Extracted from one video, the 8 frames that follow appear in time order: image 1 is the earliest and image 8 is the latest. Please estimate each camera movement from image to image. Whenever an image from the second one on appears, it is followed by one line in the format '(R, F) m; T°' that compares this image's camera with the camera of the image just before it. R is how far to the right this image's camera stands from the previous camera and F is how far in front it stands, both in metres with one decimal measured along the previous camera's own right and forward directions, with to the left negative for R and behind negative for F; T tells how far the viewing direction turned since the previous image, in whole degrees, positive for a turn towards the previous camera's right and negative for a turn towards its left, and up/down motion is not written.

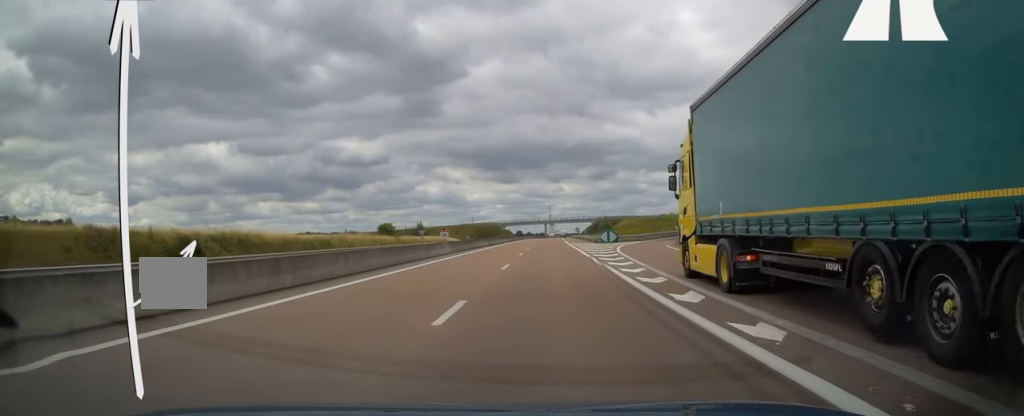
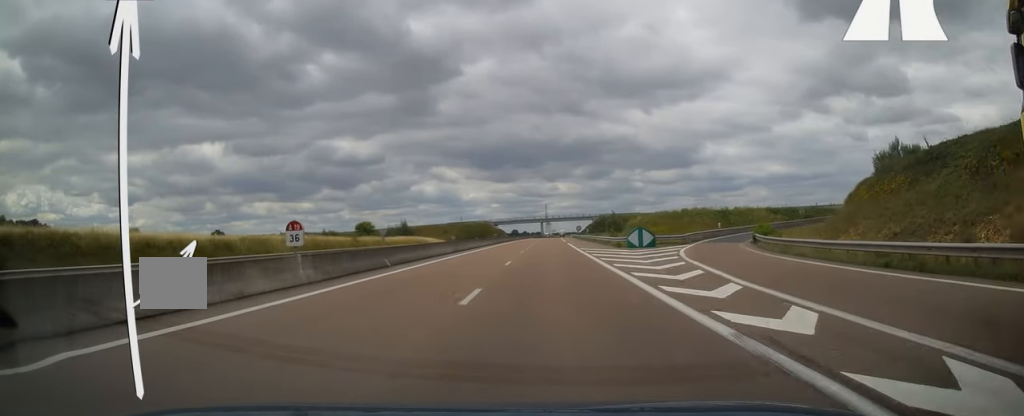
(+0.1, +23.5) m; 0°
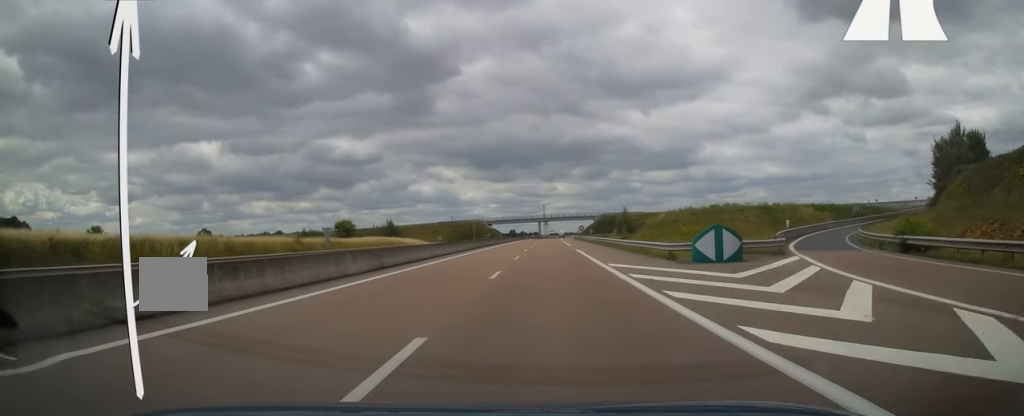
(0.0, +19.1) m; 0°
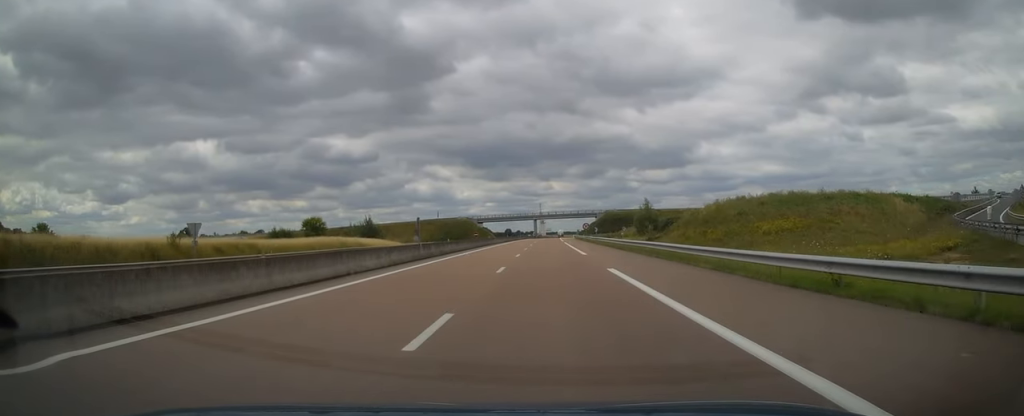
(+0.1, +23.6) m; 0°
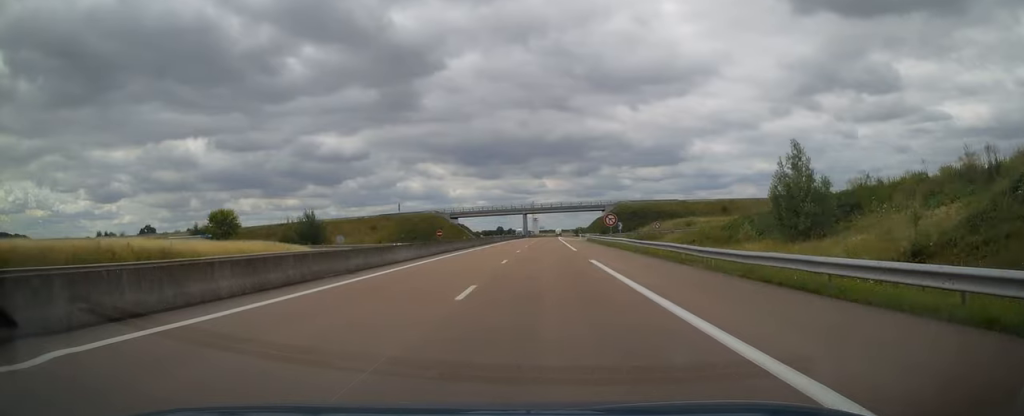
(+0.4, +46.6) m; +1°
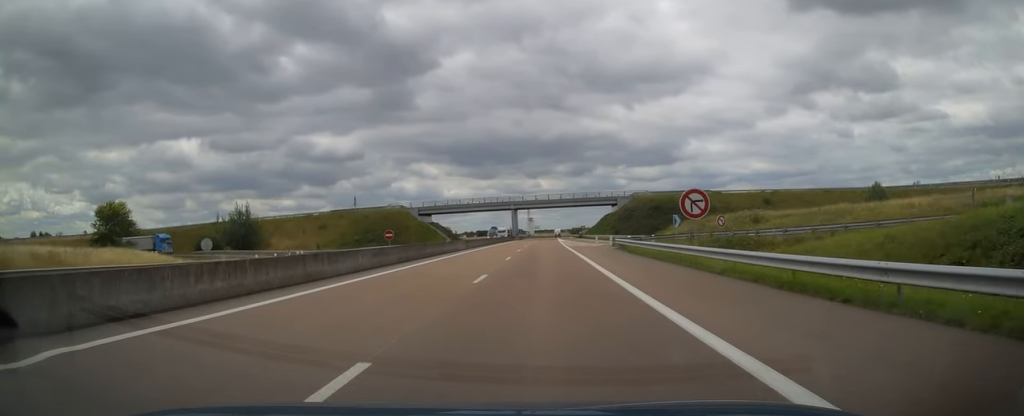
(0.0, +34.4) m; 0°
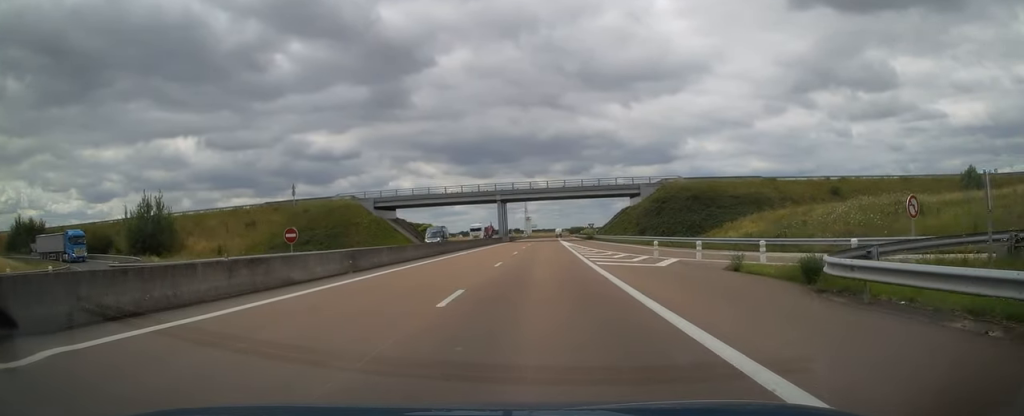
(+0.1, +30.9) m; +1°
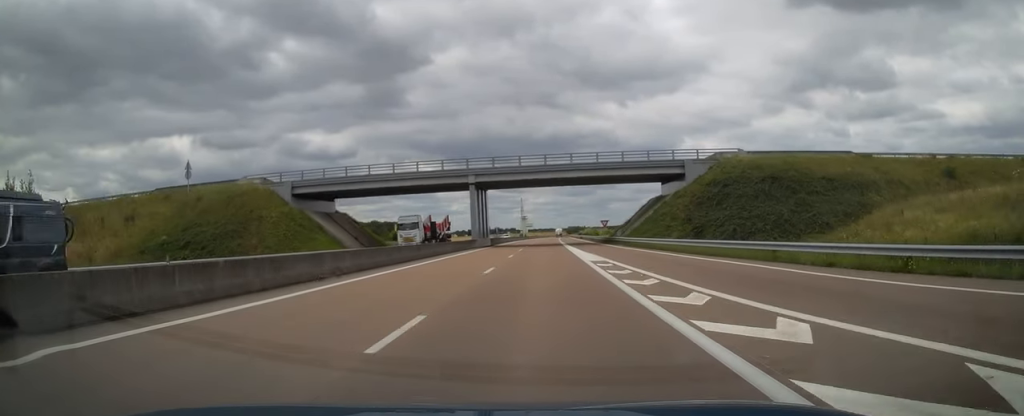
(+0.1, +29.9) m; 0°
